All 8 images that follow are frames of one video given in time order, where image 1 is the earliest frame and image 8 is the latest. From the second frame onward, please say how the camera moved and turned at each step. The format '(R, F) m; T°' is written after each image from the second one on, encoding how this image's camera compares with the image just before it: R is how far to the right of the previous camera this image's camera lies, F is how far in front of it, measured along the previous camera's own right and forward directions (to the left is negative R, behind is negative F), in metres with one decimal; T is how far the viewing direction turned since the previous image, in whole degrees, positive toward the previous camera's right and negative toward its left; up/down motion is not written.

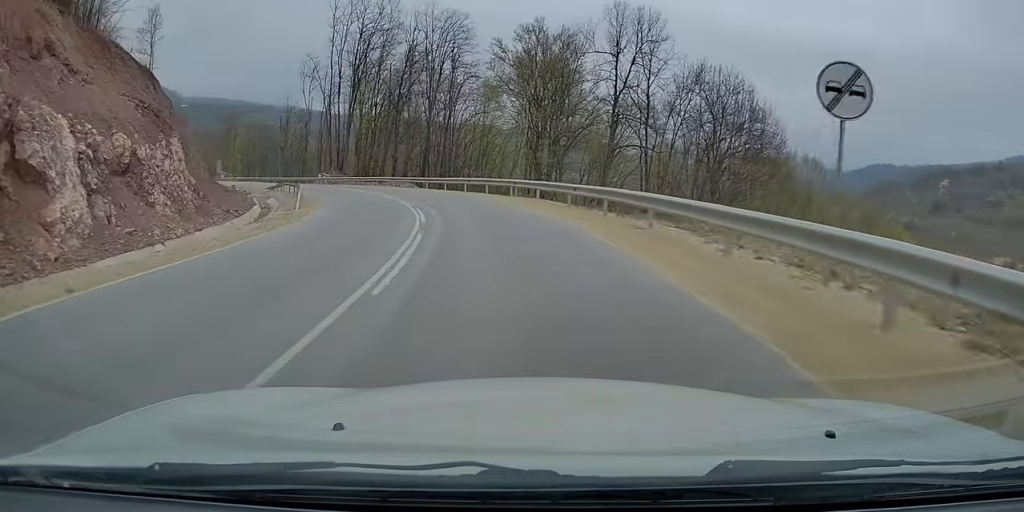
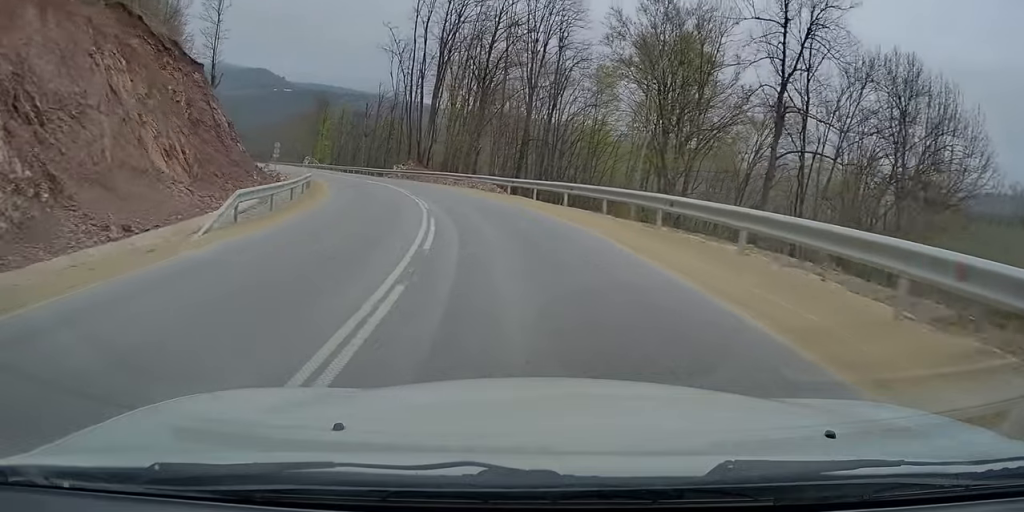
(-1.0, +15.0) m; -10°
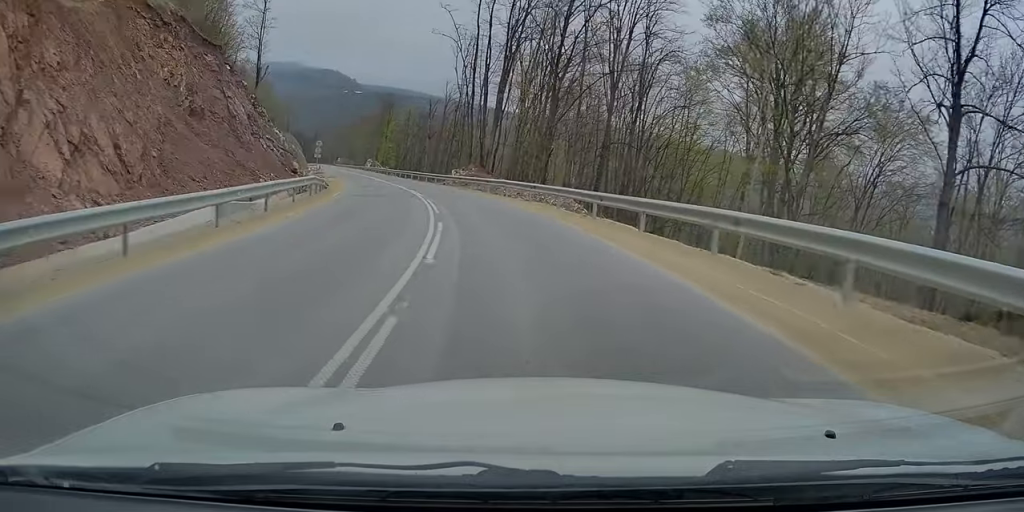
(-1.2, +10.5) m; -6°
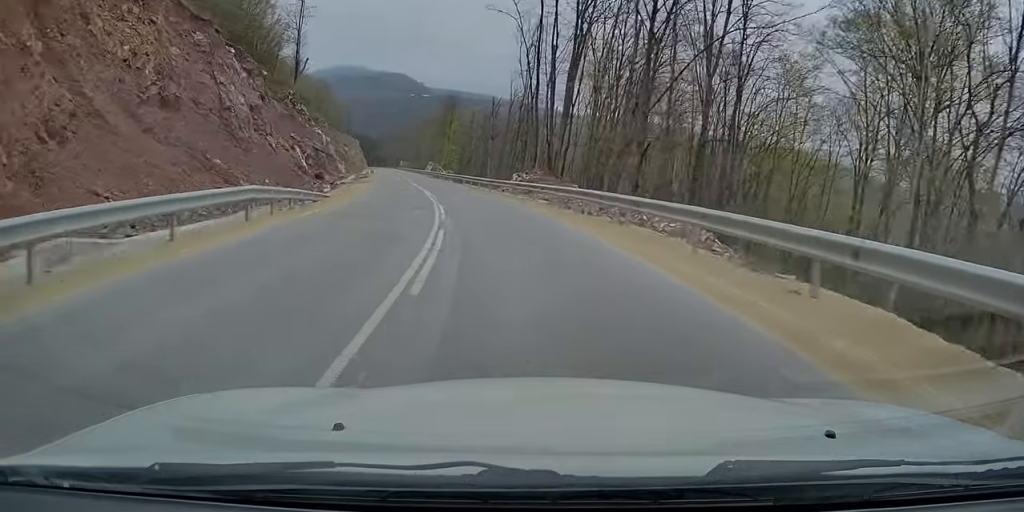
(-0.7, +11.1) m; -5°
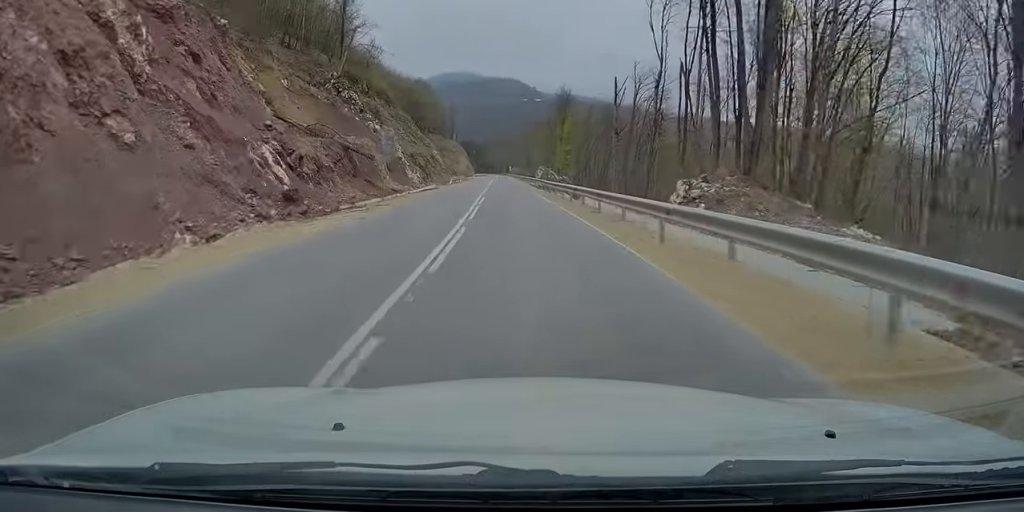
(-2.3, +25.8) m; -9°
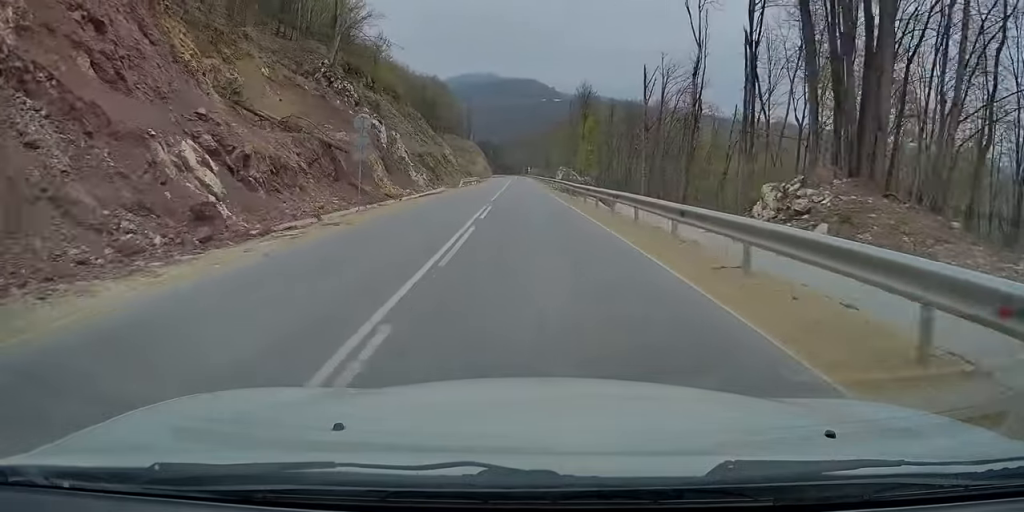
(-0.2, +8.5) m; -1°
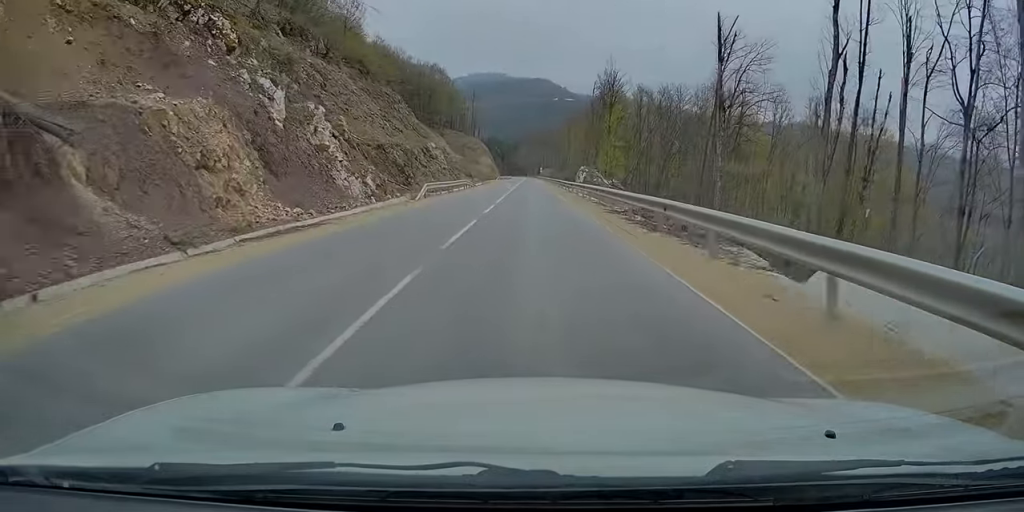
(0.0, +26.8) m; 0°
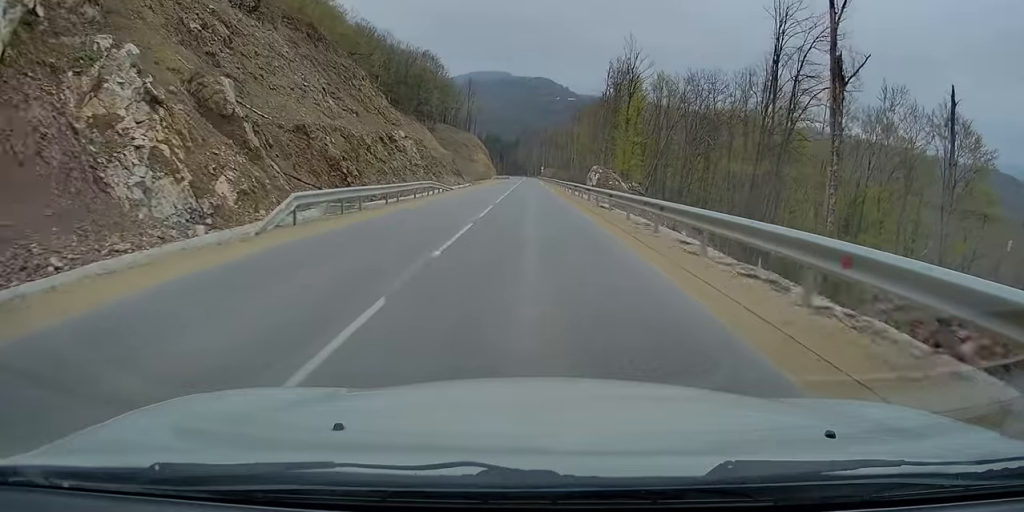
(0.0, +19.5) m; 0°
